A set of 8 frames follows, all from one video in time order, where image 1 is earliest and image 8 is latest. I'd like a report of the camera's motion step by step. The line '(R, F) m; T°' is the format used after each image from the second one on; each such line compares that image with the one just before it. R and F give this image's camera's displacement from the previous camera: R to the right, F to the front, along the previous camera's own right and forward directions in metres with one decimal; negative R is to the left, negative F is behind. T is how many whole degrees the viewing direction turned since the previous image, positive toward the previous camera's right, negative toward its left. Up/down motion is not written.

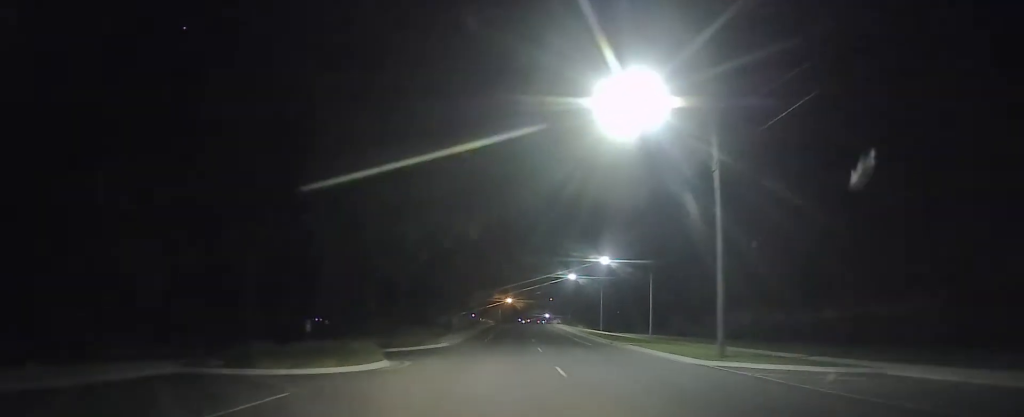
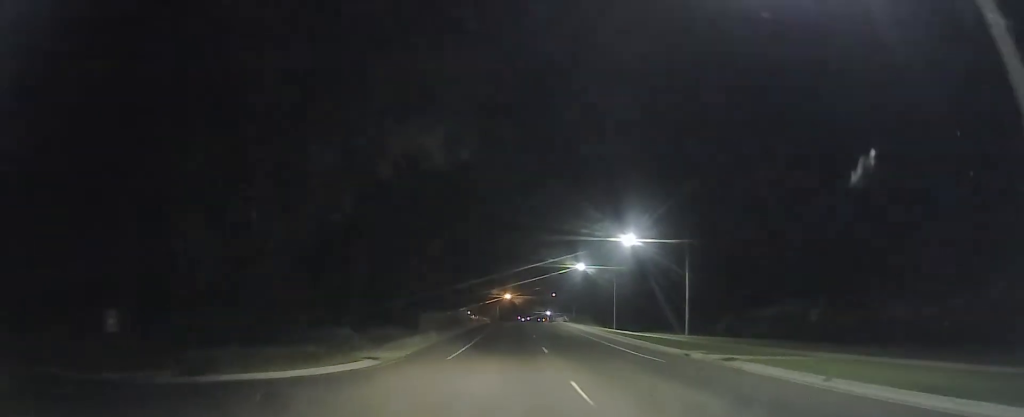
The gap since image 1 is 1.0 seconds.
(0.0, +16.6) m; -1°
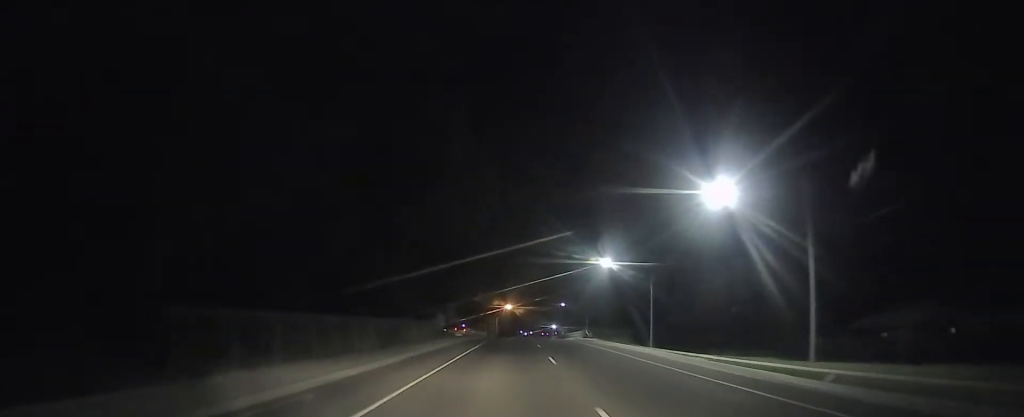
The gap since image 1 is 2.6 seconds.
(-0.5, +26.7) m; -1°
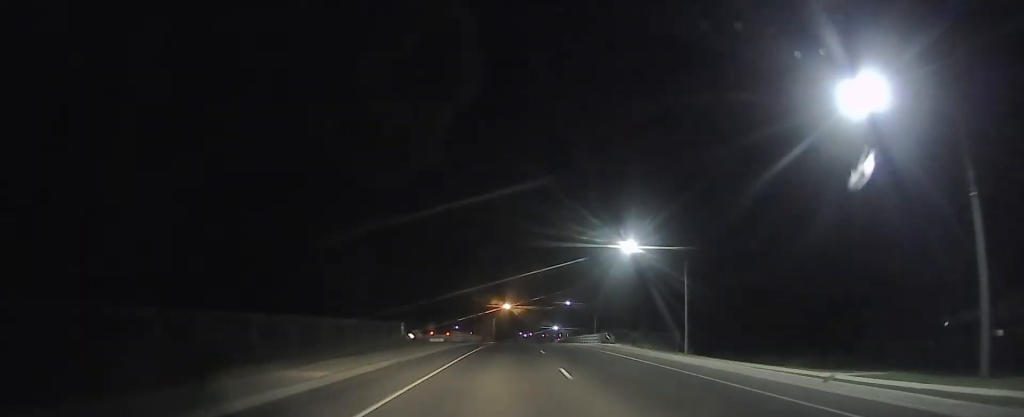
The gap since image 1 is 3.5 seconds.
(0.0, +16.1) m; 0°
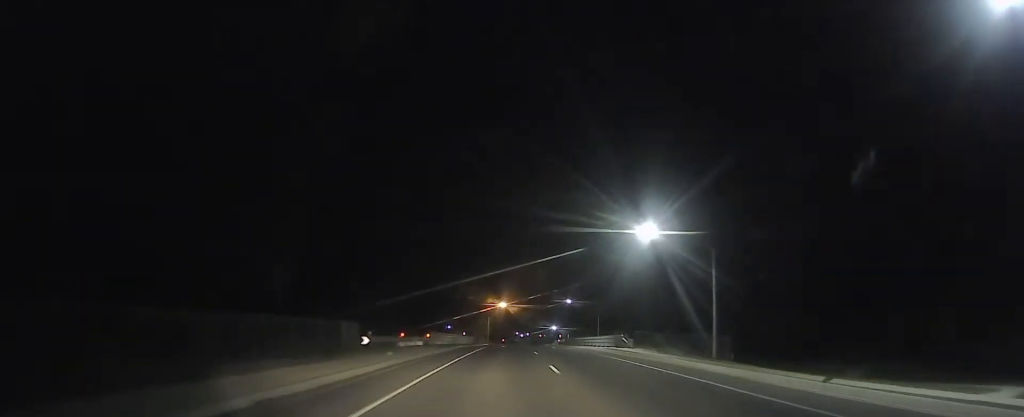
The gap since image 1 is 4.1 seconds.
(0.0, +9.9) m; +1°
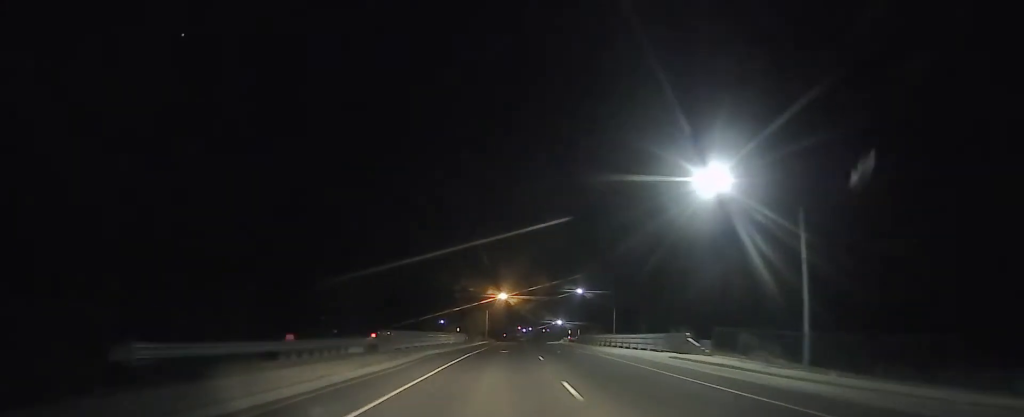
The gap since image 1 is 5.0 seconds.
(+0.3, +16.9) m; 0°
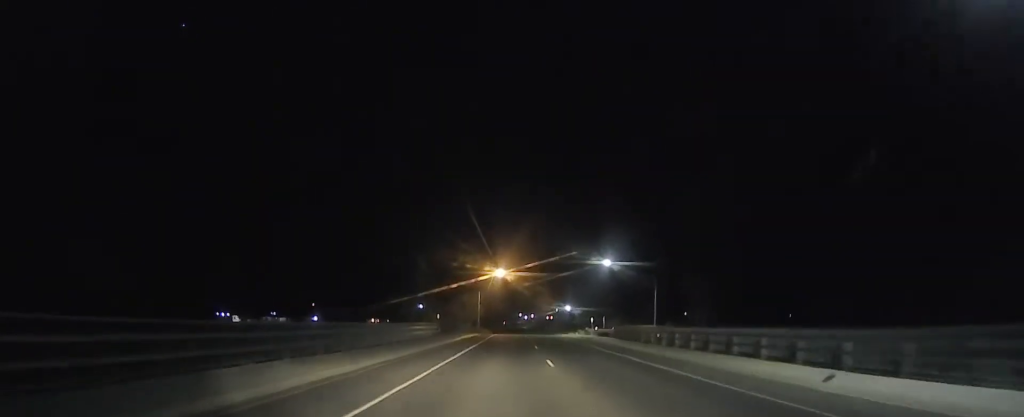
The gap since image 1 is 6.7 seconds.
(-1.1, +28.8) m; -3°
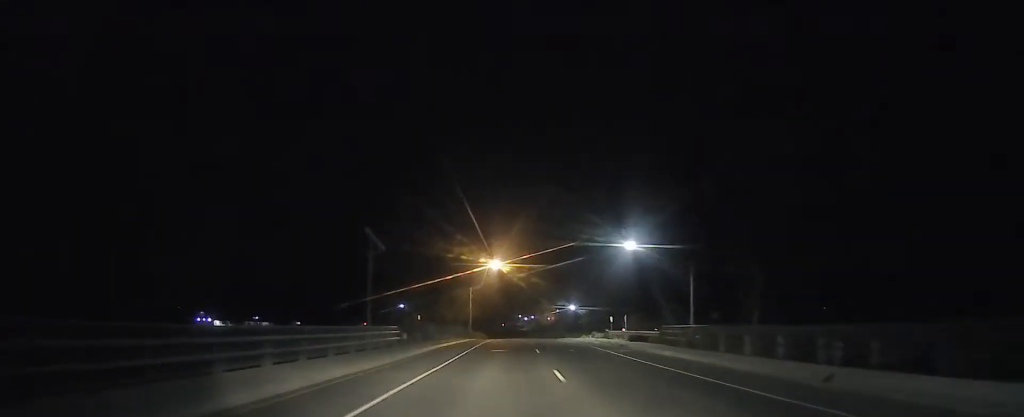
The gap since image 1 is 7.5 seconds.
(+0.4, +15.3) m; +2°
